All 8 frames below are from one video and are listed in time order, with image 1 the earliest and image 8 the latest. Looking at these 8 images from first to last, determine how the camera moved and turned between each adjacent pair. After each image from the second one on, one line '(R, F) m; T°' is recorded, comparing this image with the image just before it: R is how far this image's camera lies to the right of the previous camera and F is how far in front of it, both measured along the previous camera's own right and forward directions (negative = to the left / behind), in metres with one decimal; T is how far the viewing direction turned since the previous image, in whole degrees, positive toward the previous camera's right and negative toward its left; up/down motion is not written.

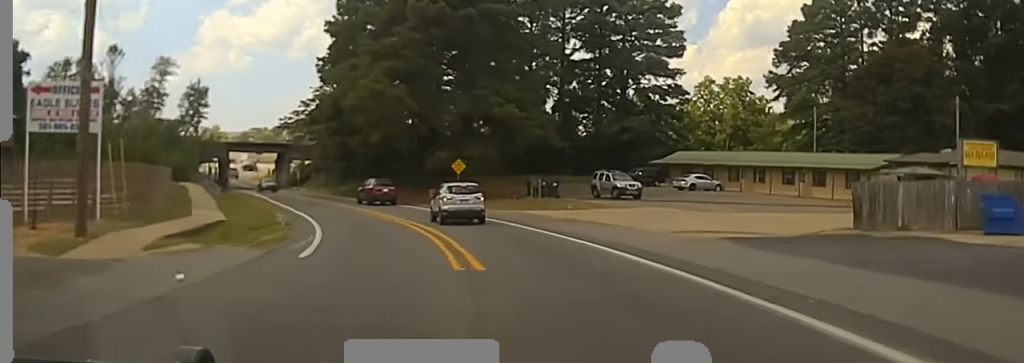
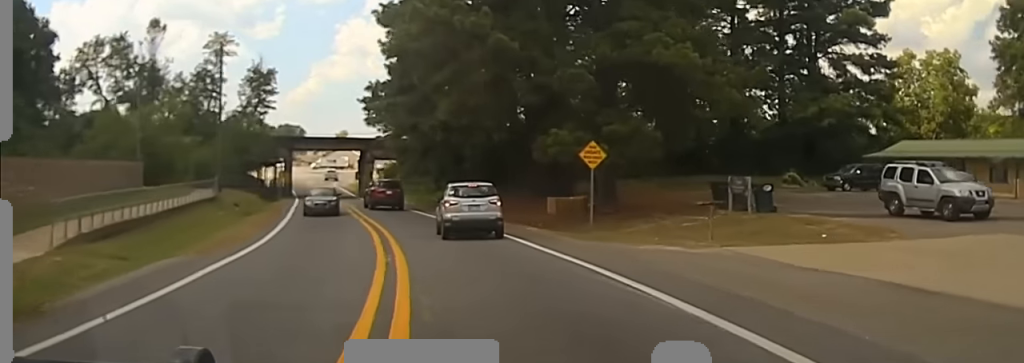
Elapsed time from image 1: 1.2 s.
(-3.0, +29.5) m; -17°
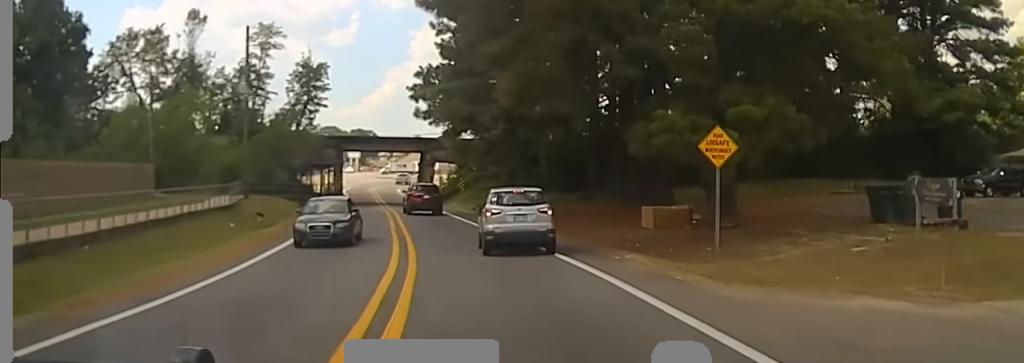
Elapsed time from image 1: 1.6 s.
(-1.9, +10.0) m; -5°
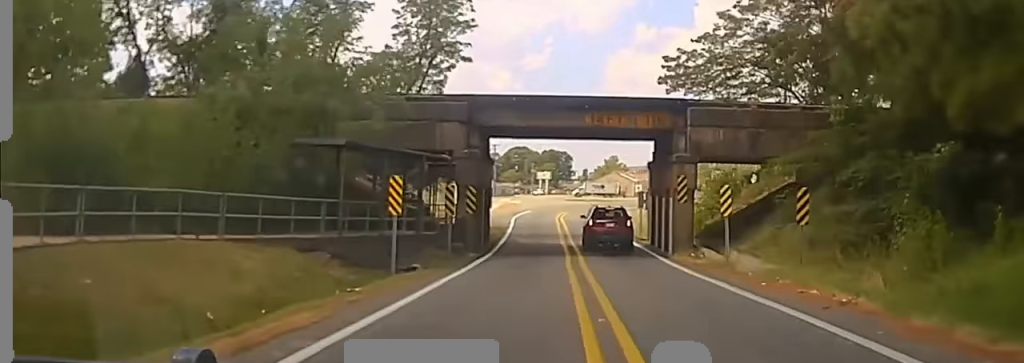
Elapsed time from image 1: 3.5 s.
(-4.4, +40.8) m; -6°
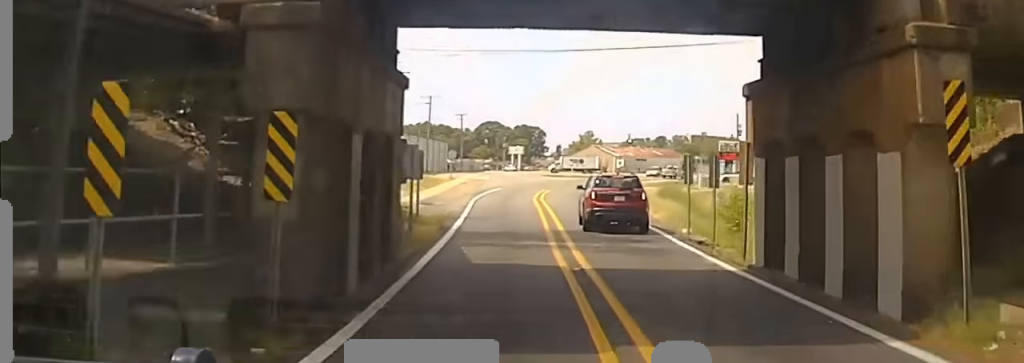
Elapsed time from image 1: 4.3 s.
(0.0, +18.1) m; 0°
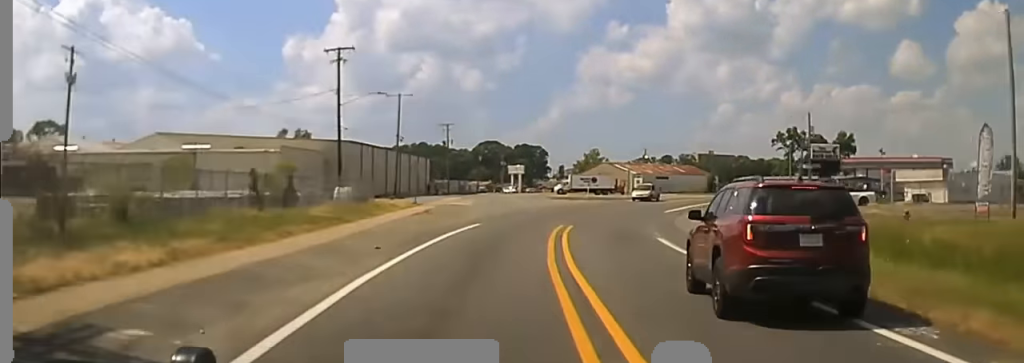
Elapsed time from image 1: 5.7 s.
(0.0, +32.4) m; 0°
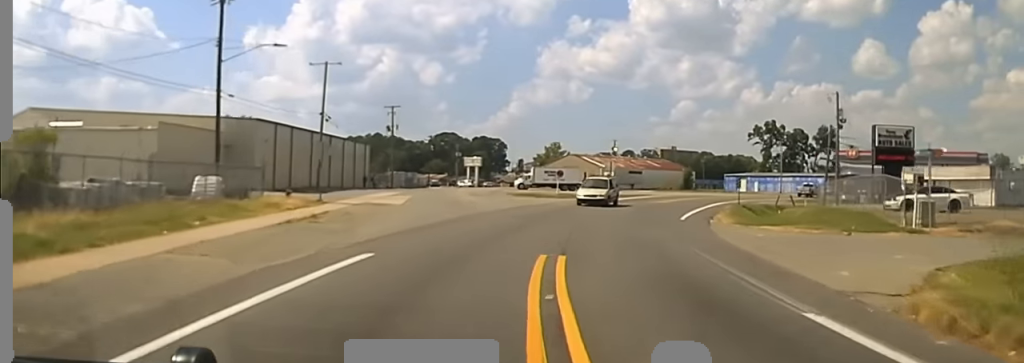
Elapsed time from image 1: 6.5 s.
(0.0, +20.9) m; 0°
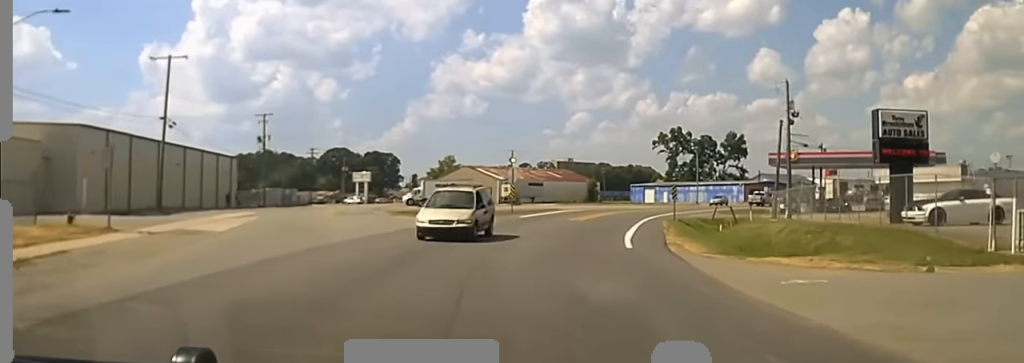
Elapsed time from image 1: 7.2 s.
(0.0, +17.3) m; 0°
